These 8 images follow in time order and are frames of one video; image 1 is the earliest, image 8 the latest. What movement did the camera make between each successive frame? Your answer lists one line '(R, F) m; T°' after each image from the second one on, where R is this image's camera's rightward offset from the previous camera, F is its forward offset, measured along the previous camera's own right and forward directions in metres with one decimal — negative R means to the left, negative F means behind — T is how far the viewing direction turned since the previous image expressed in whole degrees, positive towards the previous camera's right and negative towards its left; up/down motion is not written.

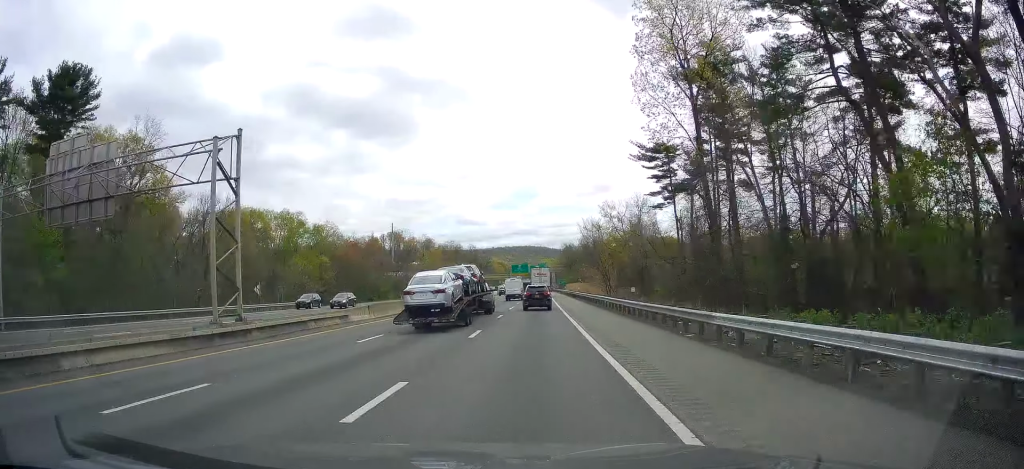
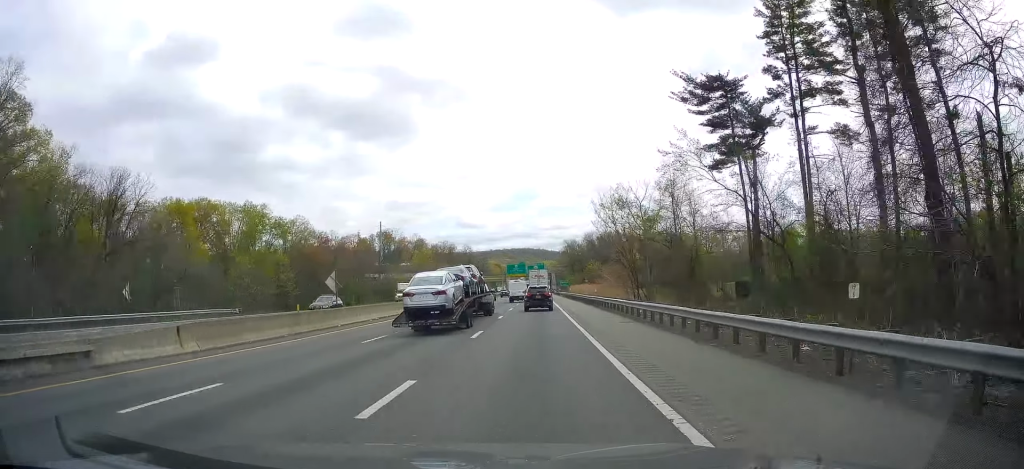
(0.0, +24.0) m; -1°
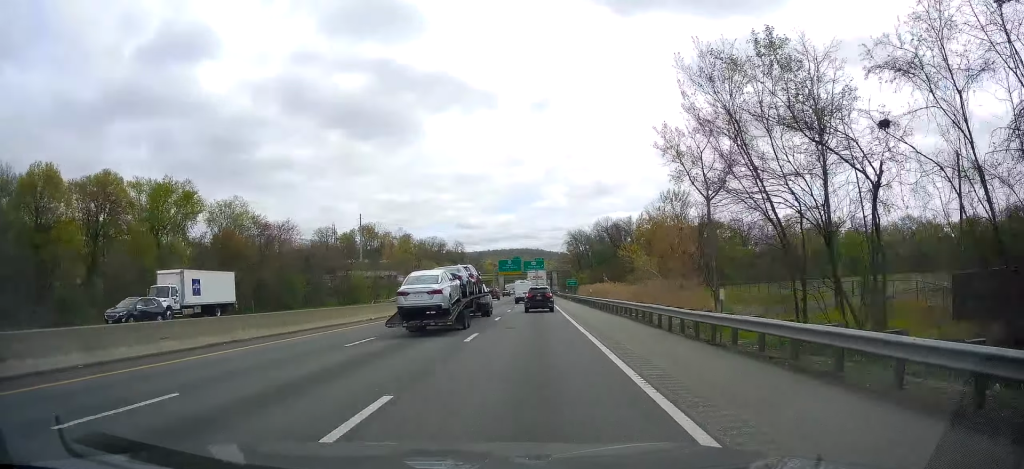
(-0.4, +38.1) m; 0°
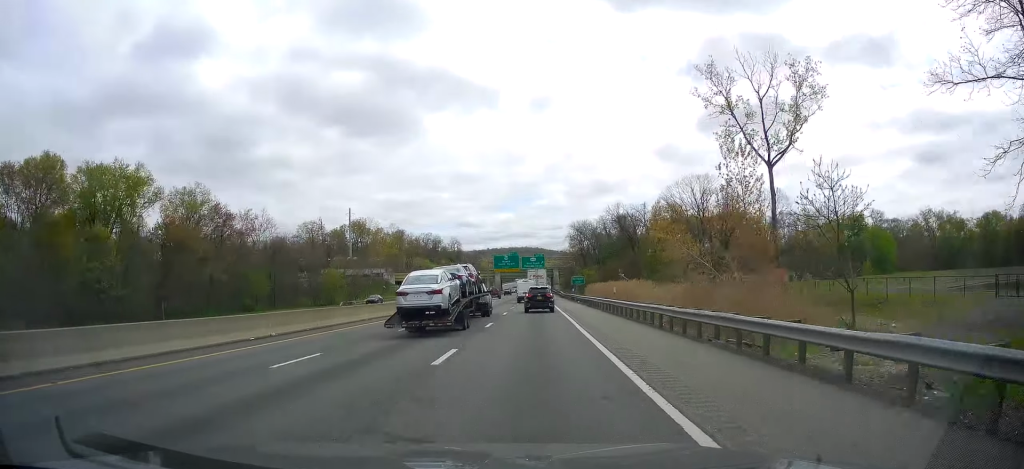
(+0.3, +17.8) m; +1°
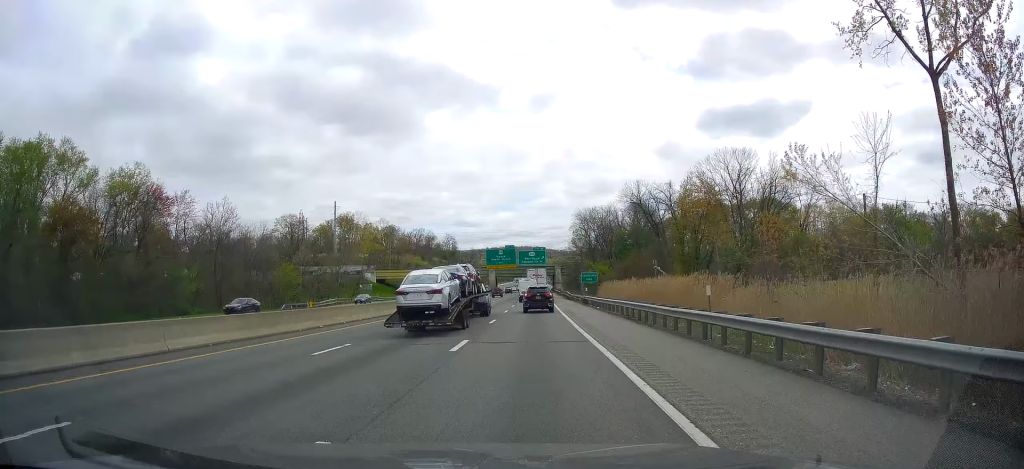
(0.0, +22.4) m; -1°
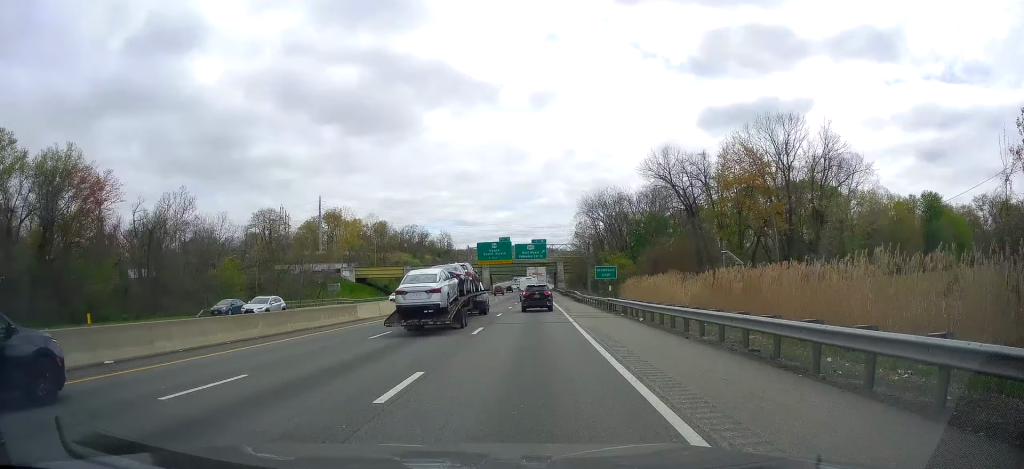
(-0.3, +19.4) m; 0°
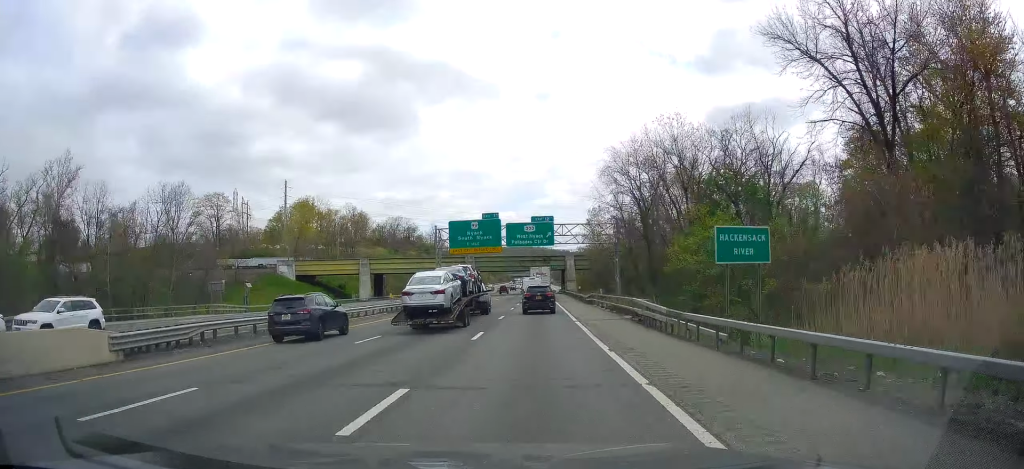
(+0.3, +39.0) m; 0°
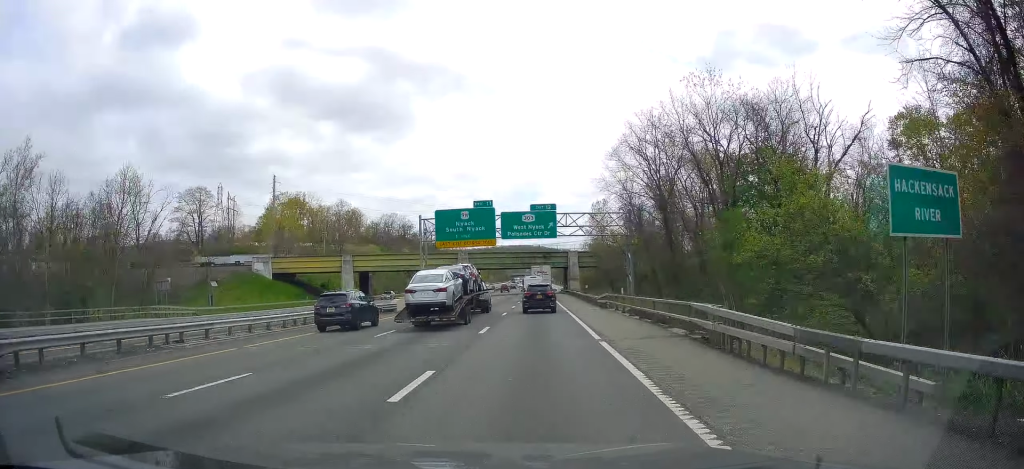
(-0.2, +10.3) m; 0°
